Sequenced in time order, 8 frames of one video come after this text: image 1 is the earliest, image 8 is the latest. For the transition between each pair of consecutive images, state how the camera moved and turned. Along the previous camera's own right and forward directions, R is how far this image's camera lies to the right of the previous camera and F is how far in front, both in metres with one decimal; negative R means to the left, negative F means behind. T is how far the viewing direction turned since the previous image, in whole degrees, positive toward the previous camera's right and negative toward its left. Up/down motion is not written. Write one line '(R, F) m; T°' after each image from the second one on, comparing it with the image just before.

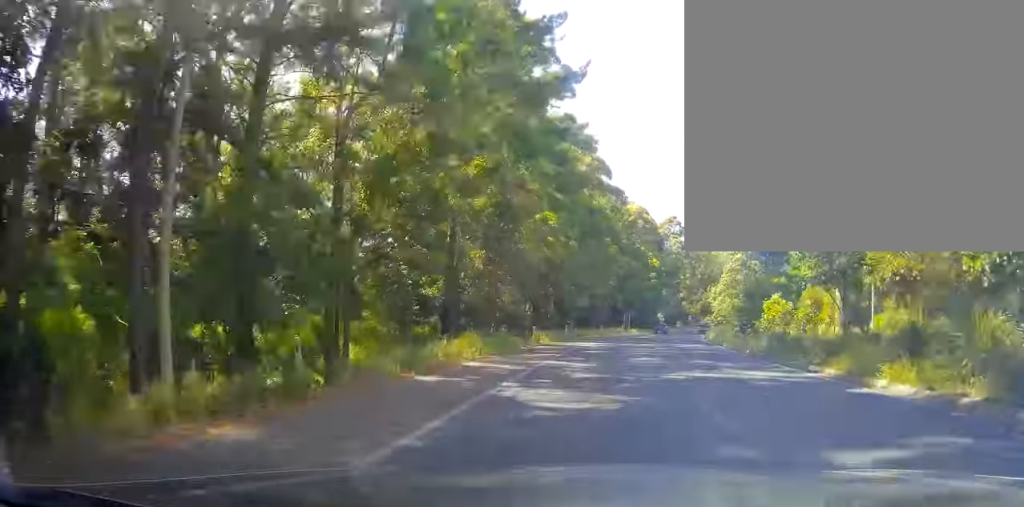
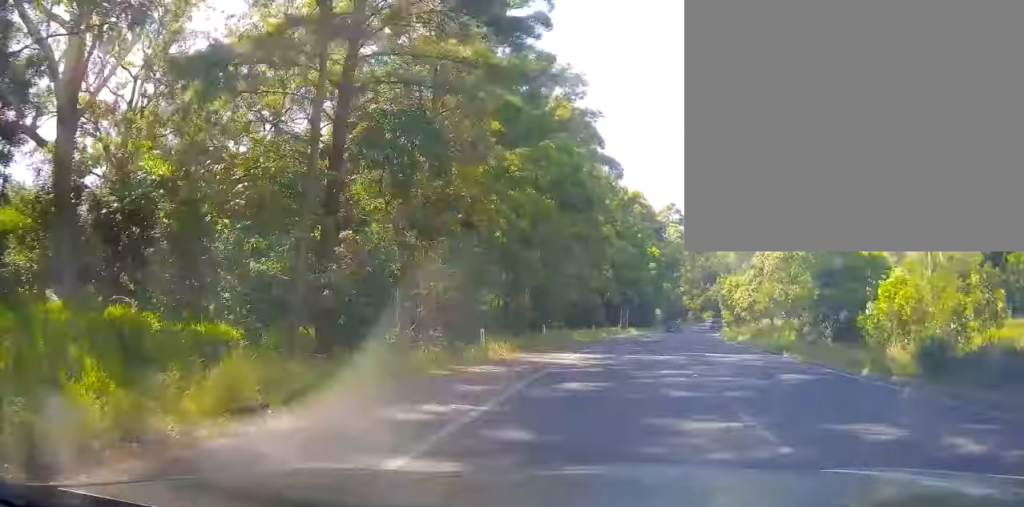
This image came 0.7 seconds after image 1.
(+0.7, +12.7) m; 0°
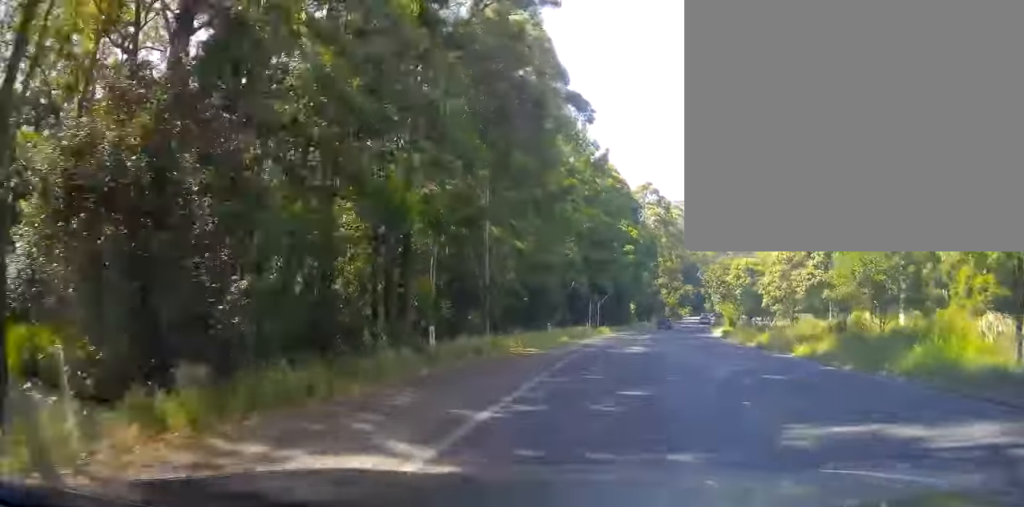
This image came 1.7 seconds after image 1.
(-0.9, +16.3) m; -2°
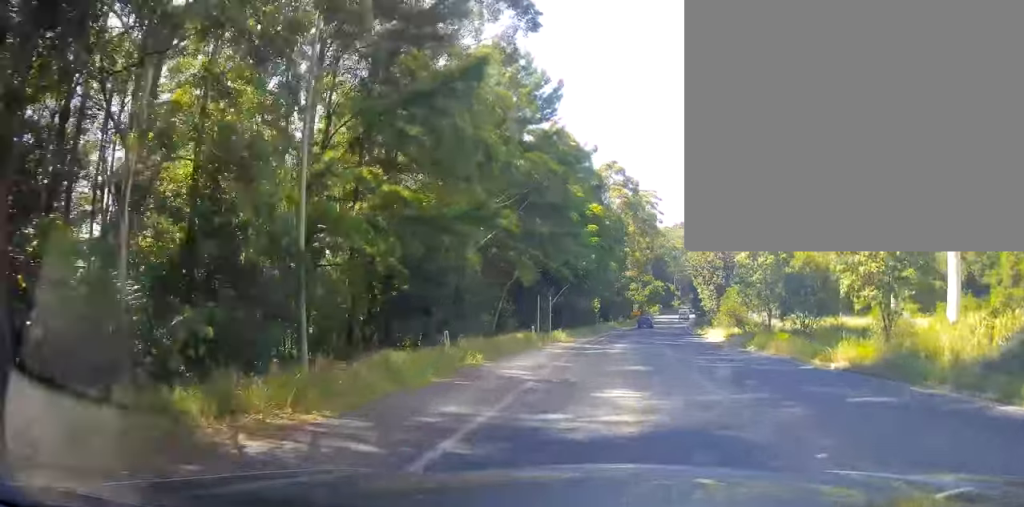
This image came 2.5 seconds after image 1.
(+0.3, +15.0) m; +4°
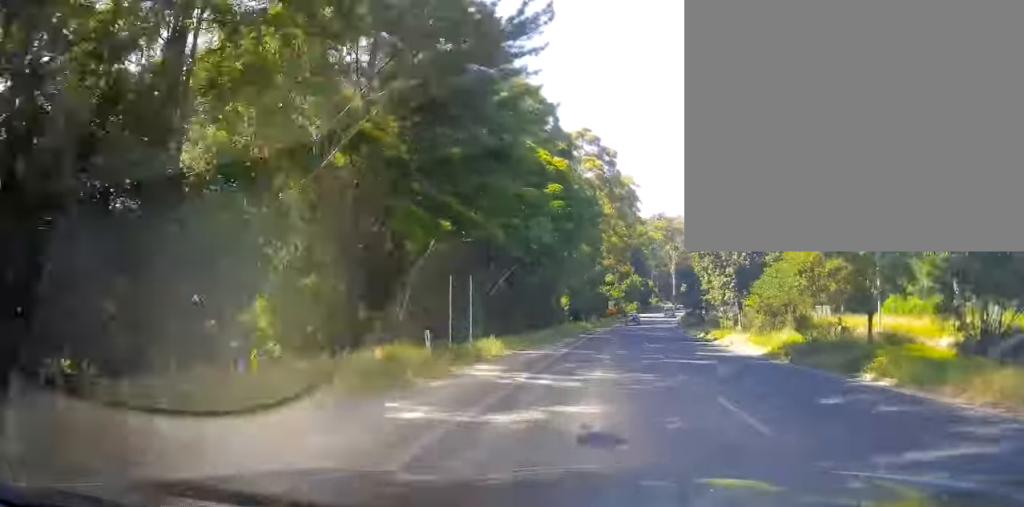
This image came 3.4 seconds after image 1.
(+0.9, +15.6) m; +4°
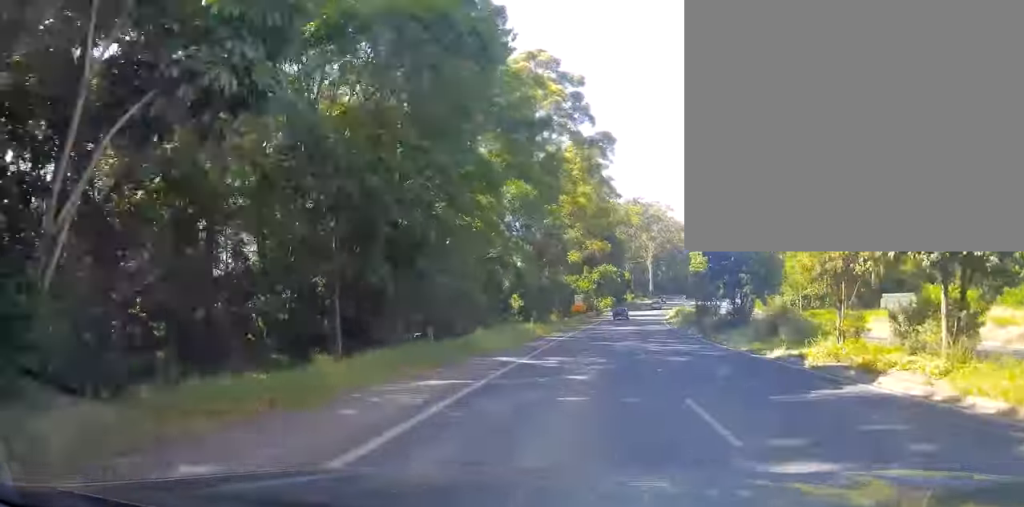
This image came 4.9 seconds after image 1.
(+0.8, +24.3) m; +4°
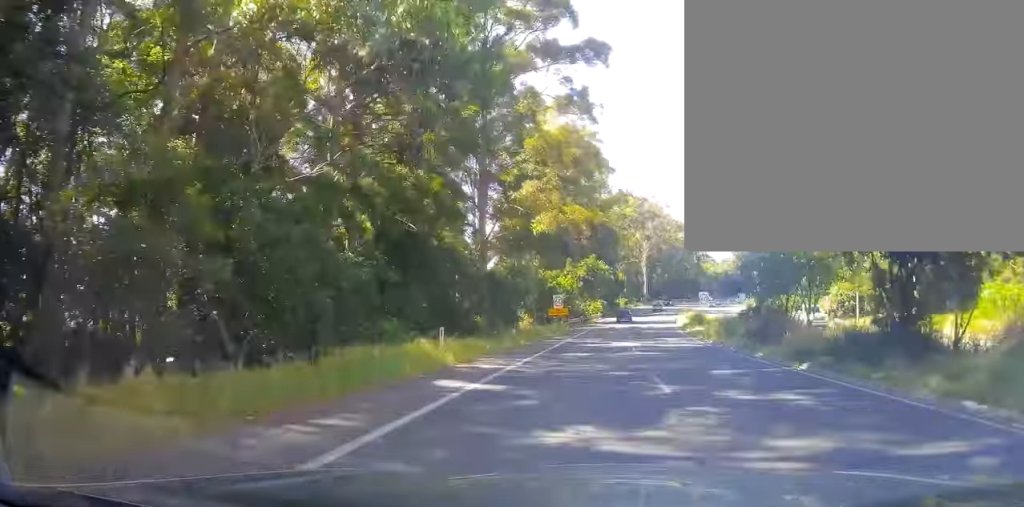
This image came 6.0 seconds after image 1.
(+0.3, +19.1) m; +1°
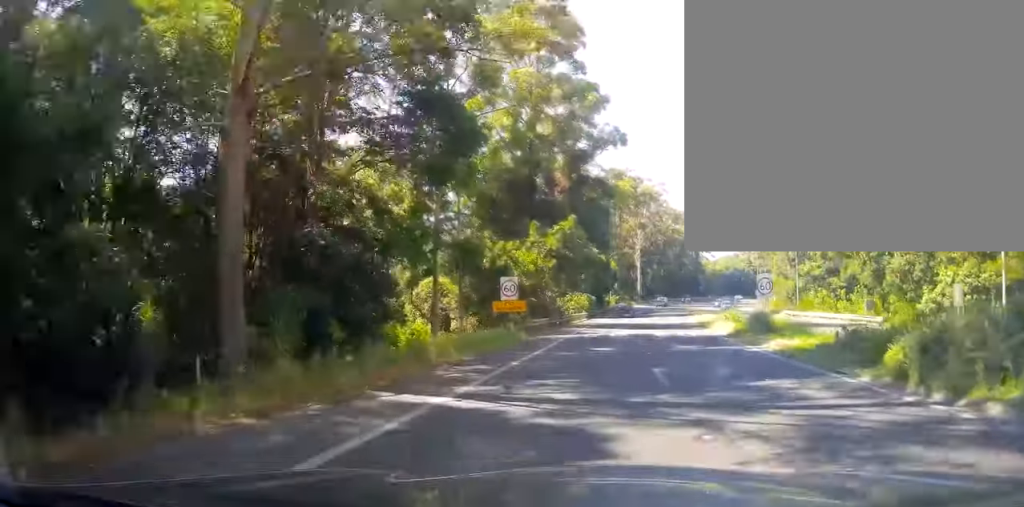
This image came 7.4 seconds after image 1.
(+0.1, +23.1) m; +2°
